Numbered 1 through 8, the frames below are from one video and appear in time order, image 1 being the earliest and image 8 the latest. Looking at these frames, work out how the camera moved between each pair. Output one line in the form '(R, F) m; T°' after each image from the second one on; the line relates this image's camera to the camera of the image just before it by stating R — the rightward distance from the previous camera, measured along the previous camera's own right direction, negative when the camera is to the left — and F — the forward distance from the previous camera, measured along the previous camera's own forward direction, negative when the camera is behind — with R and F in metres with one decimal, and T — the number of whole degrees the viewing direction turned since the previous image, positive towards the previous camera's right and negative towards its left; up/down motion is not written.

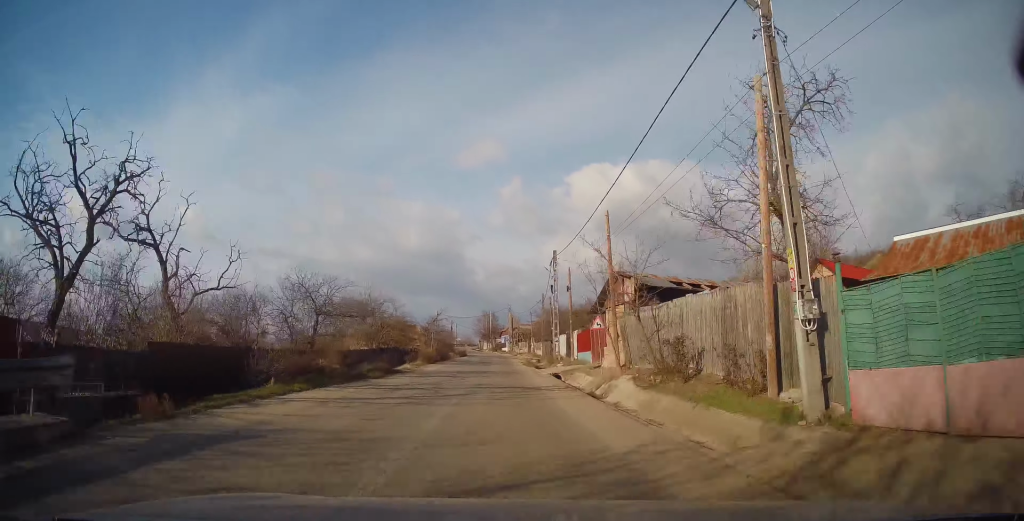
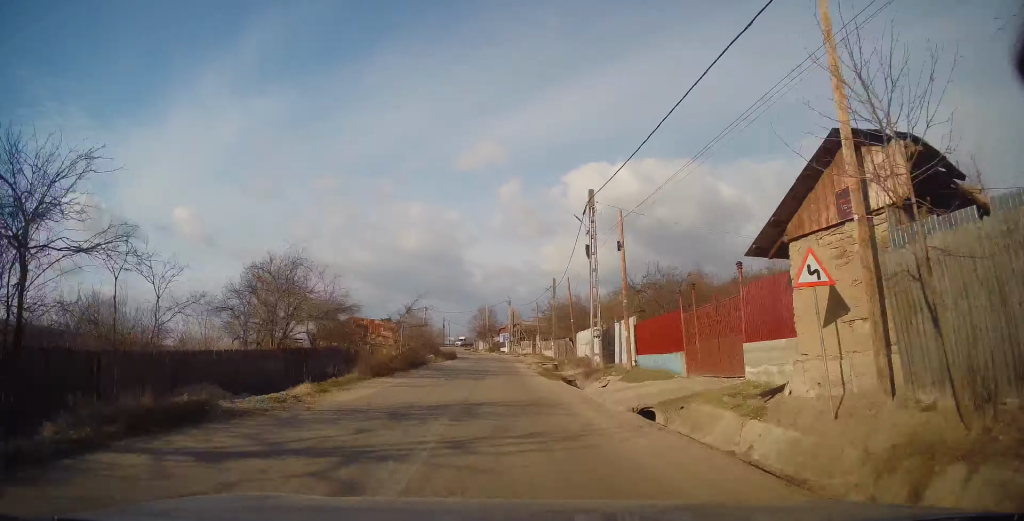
(-0.1, +15.7) m; +1°
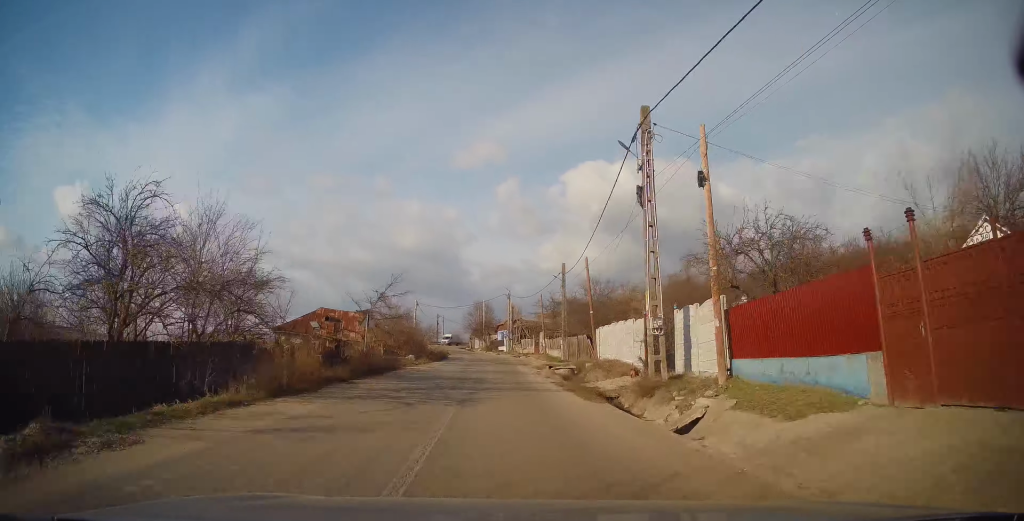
(+0.2, +9.0) m; 0°
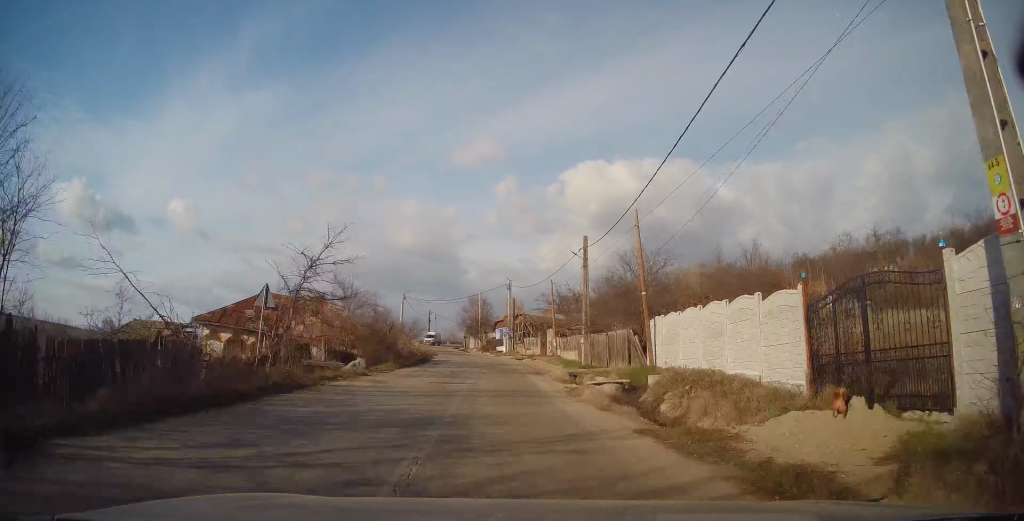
(0.0, +11.7) m; 0°
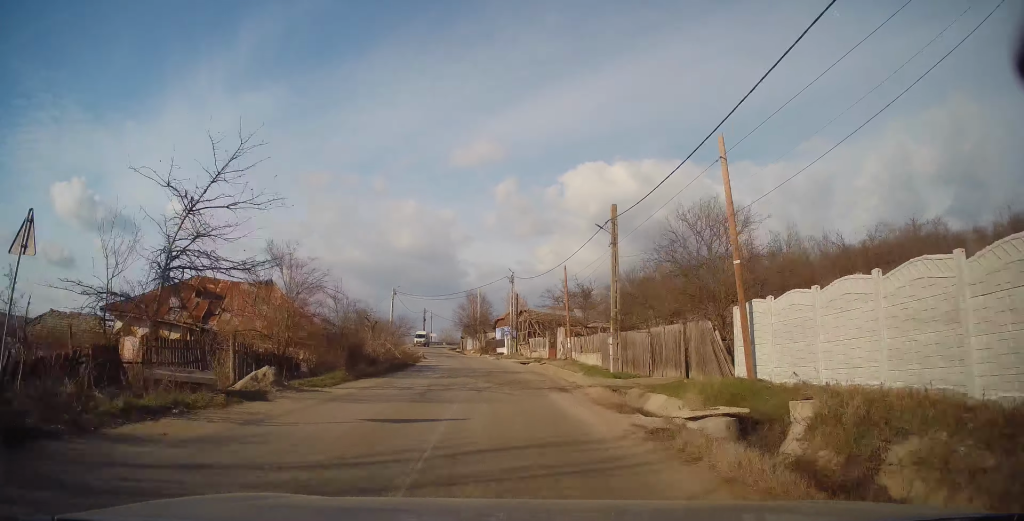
(-0.1, +8.5) m; 0°
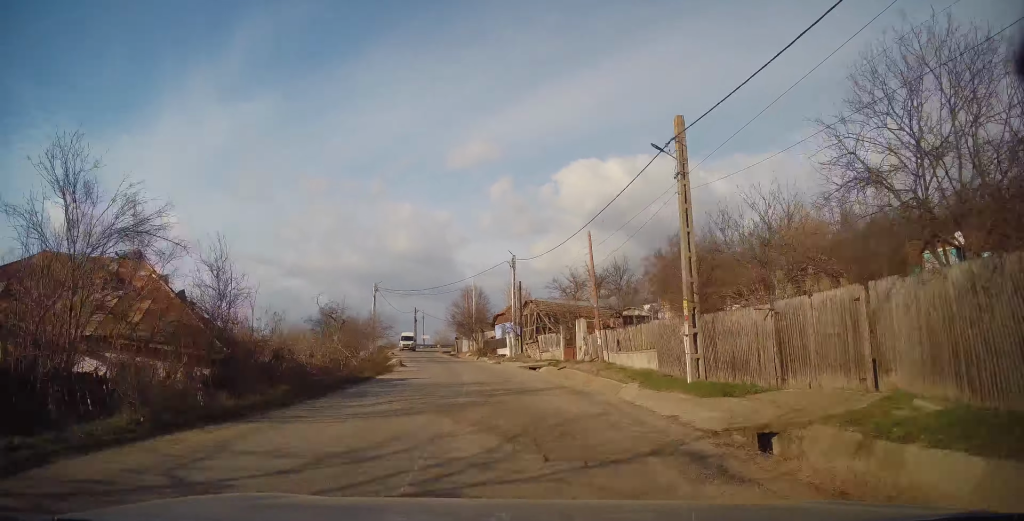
(+0.1, +10.2) m; 0°
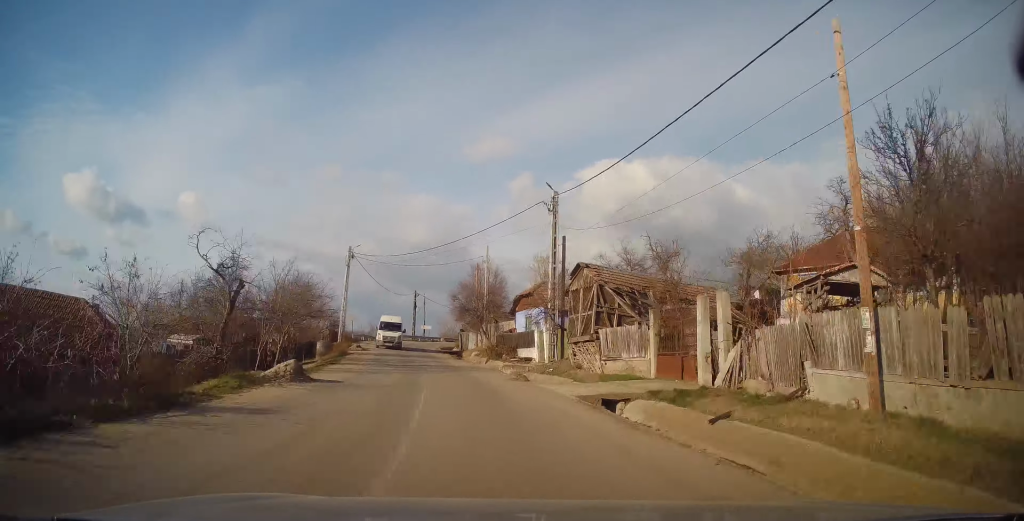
(-0.2, +18.5) m; -2°
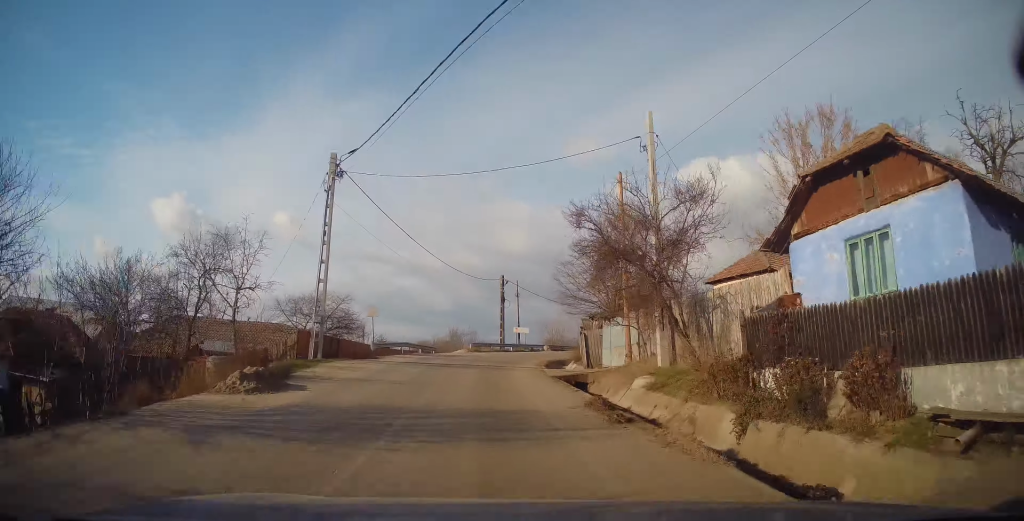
(-2.1, +26.8) m; -9°
